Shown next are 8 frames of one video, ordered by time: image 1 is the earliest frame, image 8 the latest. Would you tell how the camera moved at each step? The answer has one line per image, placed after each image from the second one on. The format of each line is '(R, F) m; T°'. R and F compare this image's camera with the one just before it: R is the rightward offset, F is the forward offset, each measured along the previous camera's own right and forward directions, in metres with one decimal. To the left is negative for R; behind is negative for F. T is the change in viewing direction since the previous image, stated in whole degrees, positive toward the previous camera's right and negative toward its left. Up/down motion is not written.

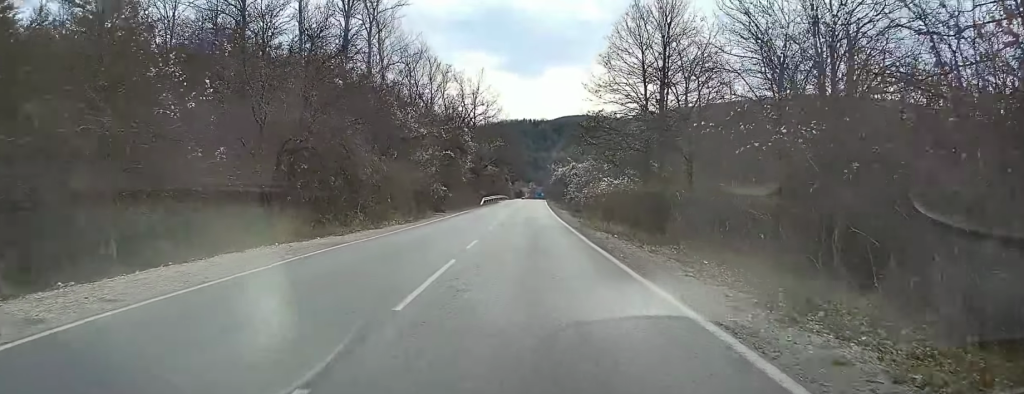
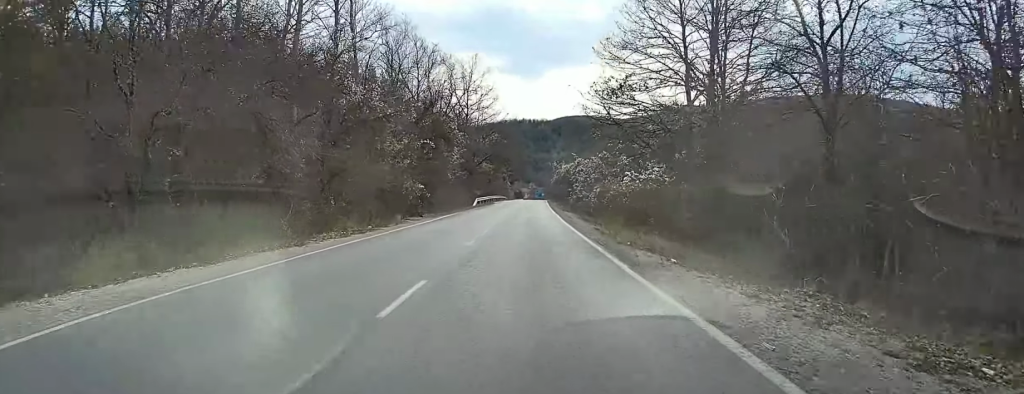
(0.0, +9.8) m; 0°
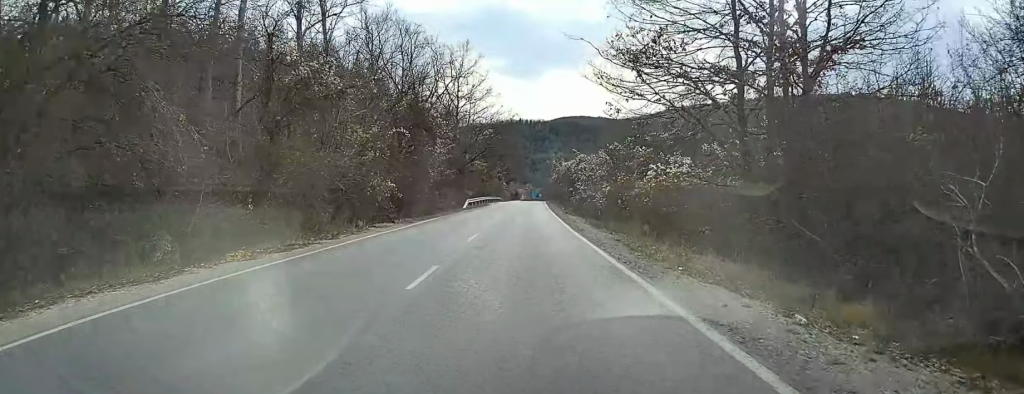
(-0.1, +7.1) m; 0°
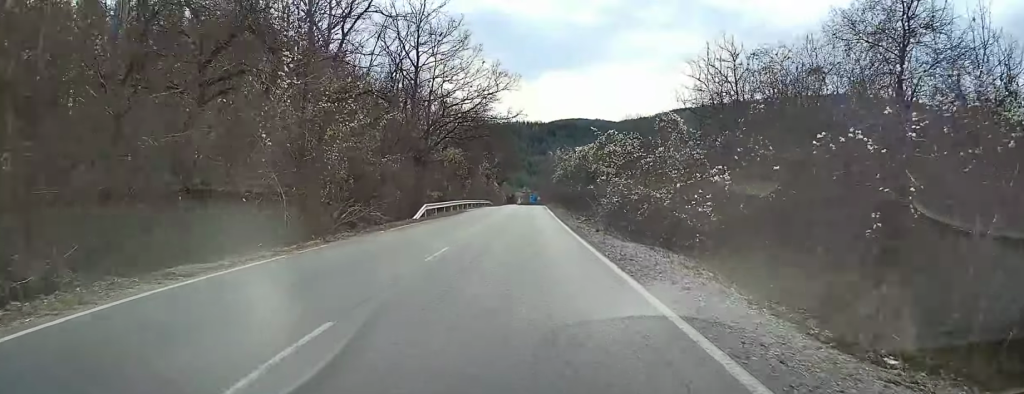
(+0.1, +23.8) m; +1°
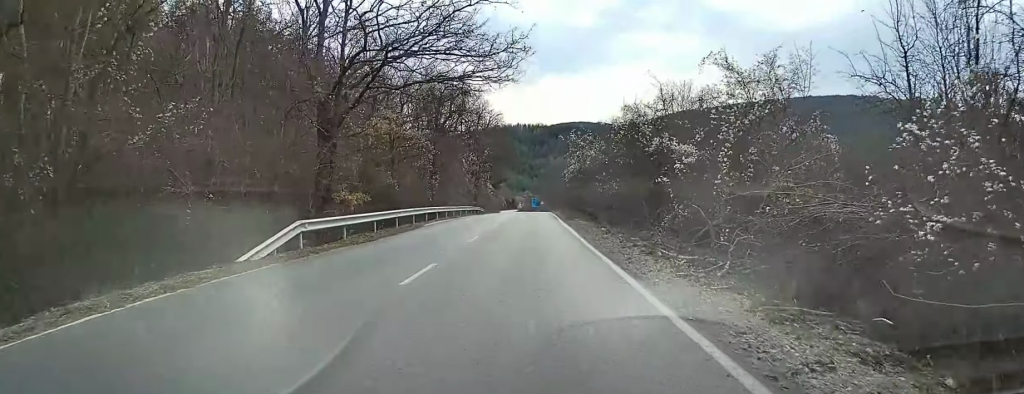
(+0.1, +21.6) m; 0°
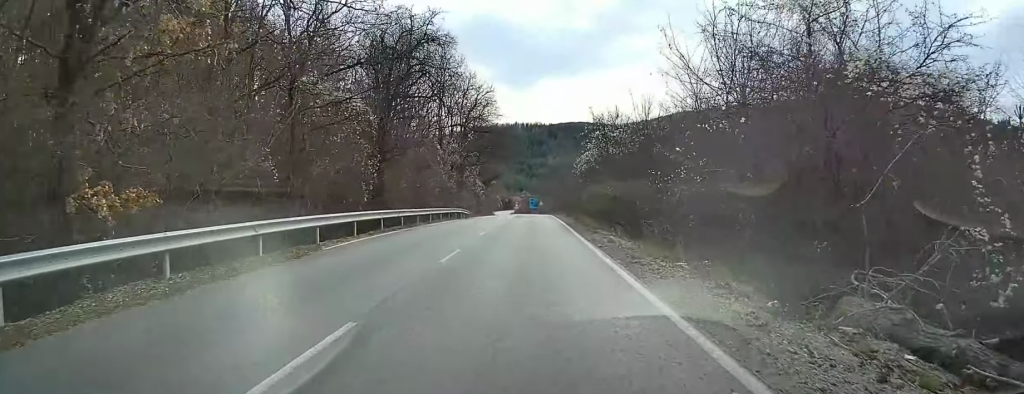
(0.0, +14.8) m; 0°
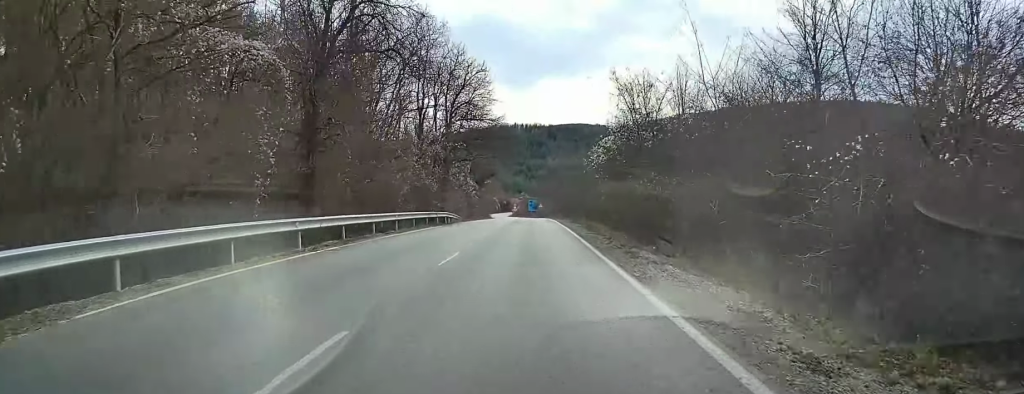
(+0.1, +9.5) m; 0°
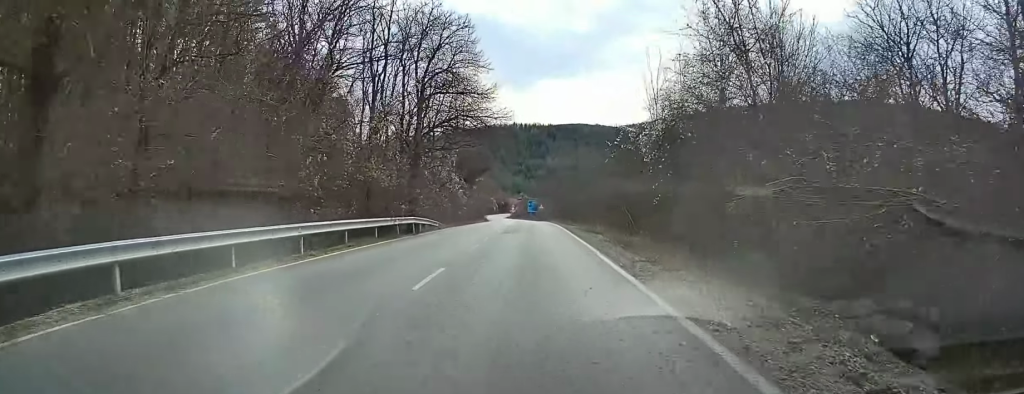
(-0.1, +11.9) m; 0°
